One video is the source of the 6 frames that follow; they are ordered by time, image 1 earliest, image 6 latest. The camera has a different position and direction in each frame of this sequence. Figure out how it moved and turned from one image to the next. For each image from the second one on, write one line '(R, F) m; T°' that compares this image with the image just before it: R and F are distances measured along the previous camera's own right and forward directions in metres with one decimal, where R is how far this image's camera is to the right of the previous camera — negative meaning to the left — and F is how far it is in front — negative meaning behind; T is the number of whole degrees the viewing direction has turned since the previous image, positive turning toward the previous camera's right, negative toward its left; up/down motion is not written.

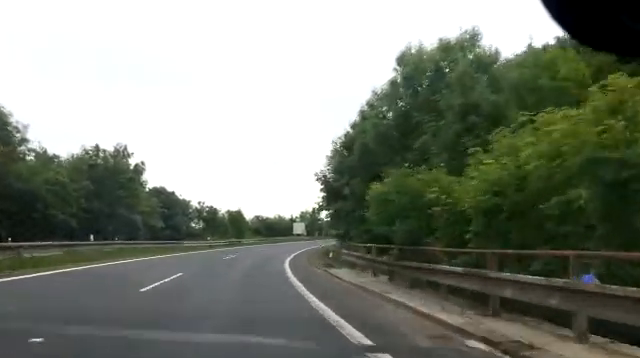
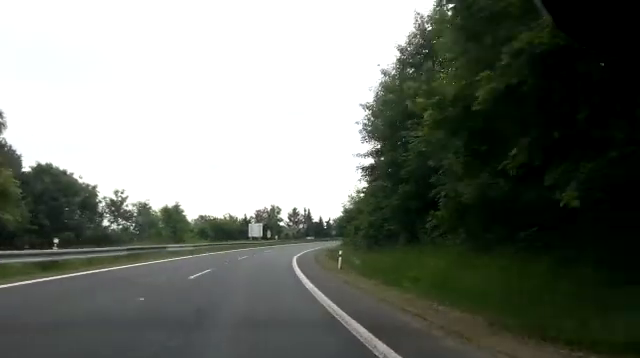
(+1.4, +30.7) m; +7°
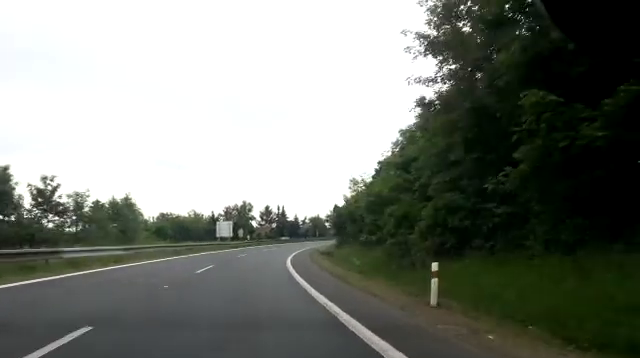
(+0.6, +14.8) m; +4°
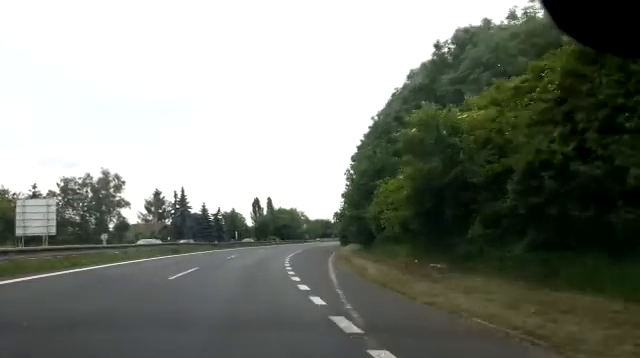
(+5.4, +55.8) m; +11°
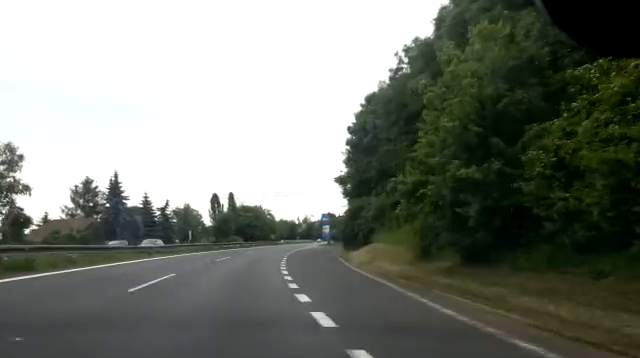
(+0.6, +20.1) m; +4°
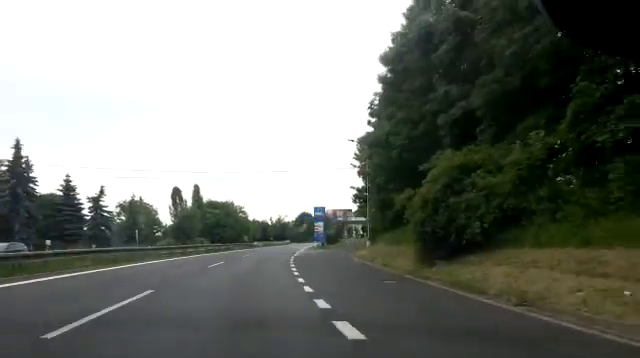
(+0.8, +21.6) m; +4°
